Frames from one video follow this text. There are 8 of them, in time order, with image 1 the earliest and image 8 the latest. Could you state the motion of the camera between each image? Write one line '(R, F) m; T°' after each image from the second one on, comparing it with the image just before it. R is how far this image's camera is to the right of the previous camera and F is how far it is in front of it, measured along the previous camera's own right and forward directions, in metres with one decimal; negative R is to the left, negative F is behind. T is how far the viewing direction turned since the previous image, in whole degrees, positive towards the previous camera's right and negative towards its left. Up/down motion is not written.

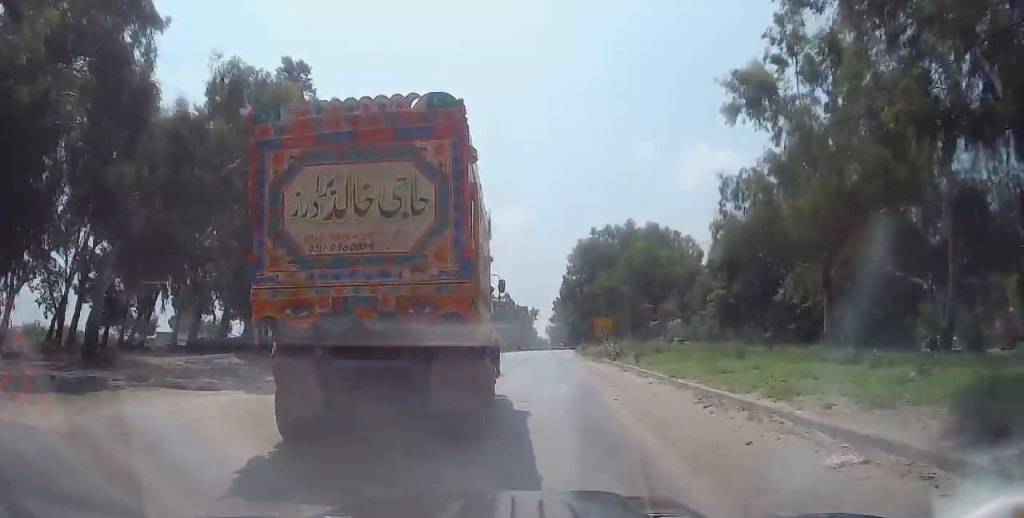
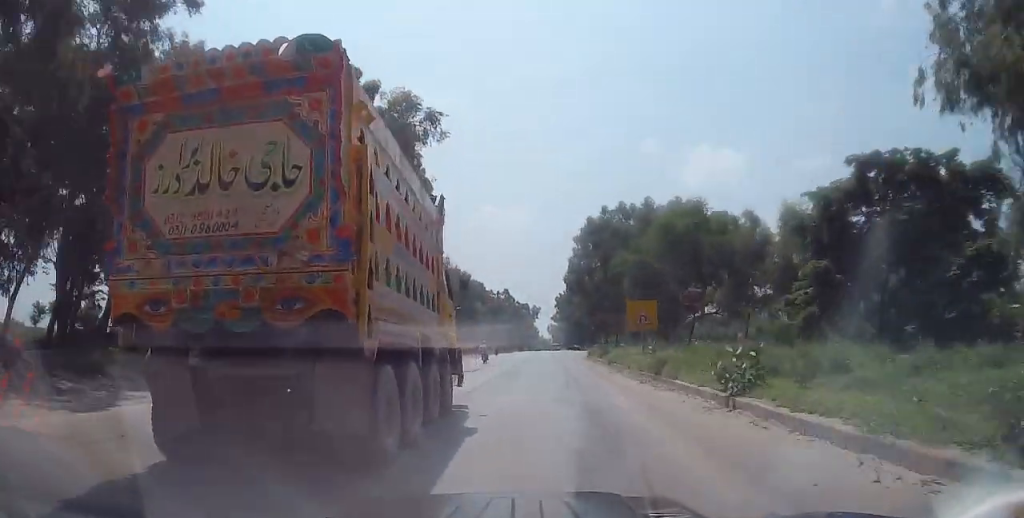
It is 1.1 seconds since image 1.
(-0.1, +16.9) m; 0°
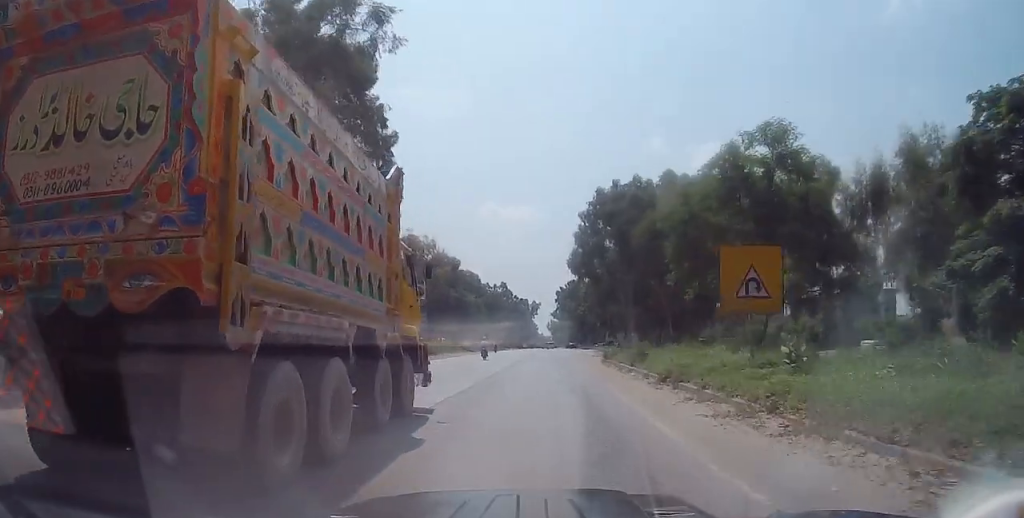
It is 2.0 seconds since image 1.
(+0.1, +13.5) m; +1°
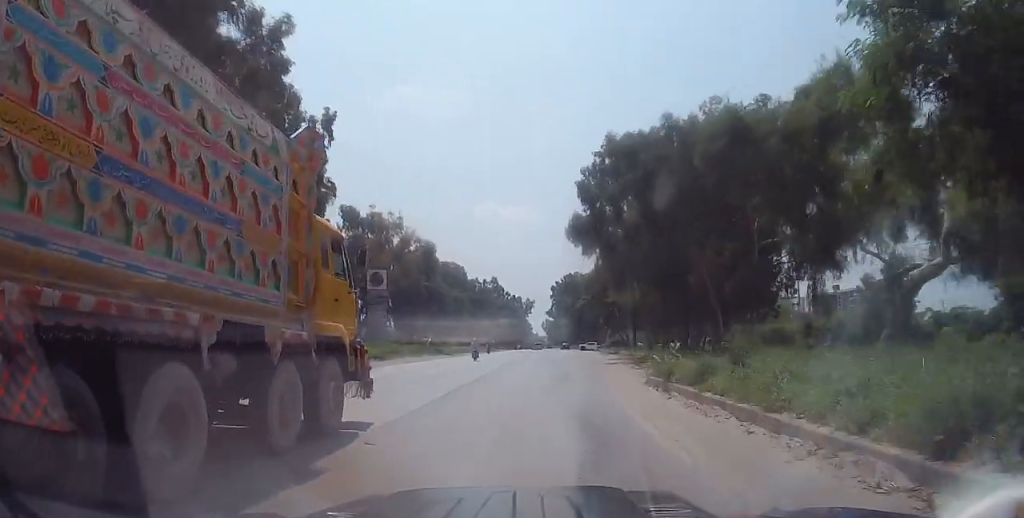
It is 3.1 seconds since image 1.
(0.0, +16.8) m; 0°
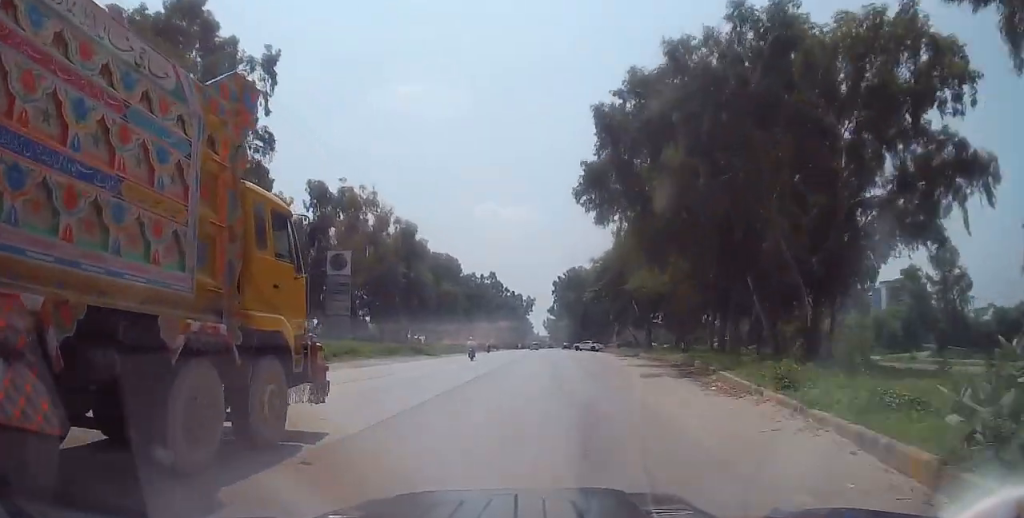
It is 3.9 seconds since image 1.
(0.0, +11.9) m; 0°
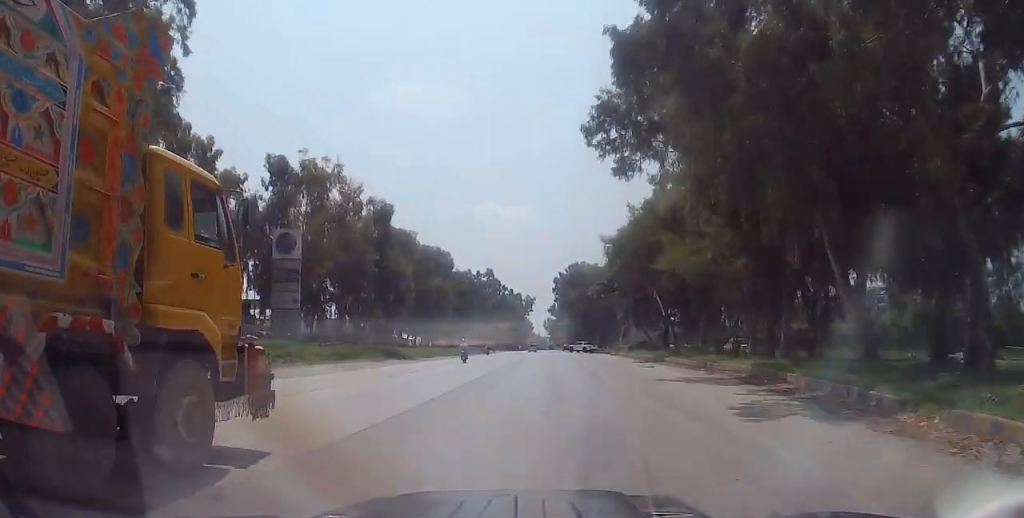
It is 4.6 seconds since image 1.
(0.0, +10.4) m; -1°
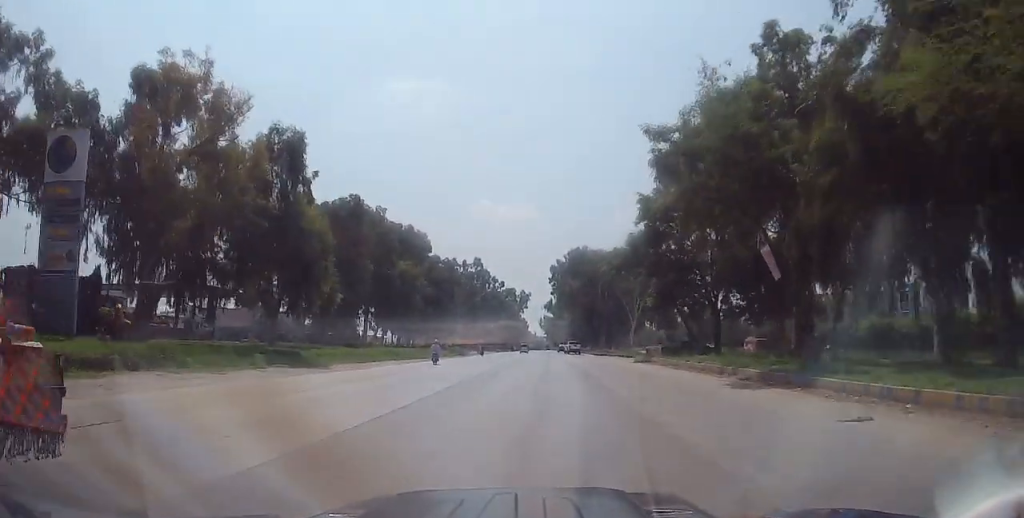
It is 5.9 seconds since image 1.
(-0.3, +20.5) m; +1°
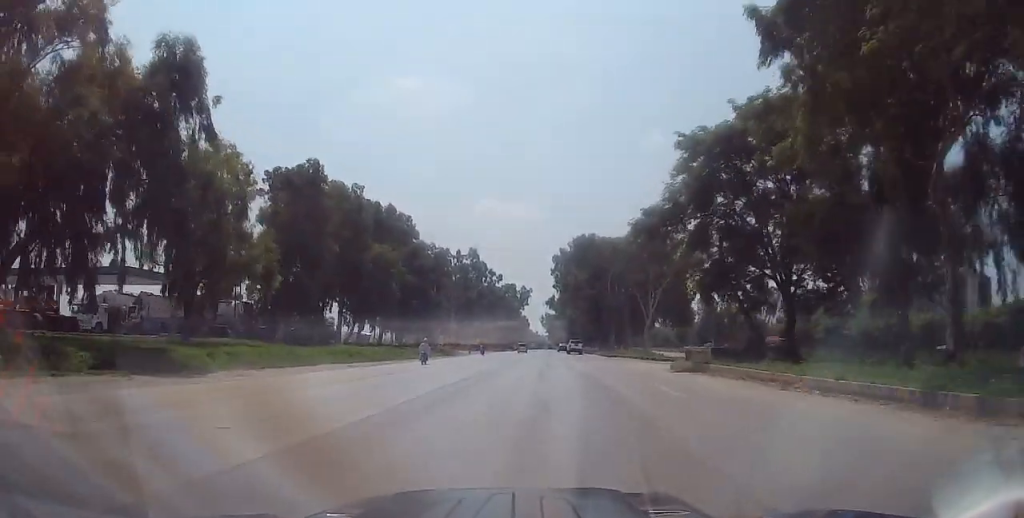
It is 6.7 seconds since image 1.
(+0.5, +12.8) m; +1°
